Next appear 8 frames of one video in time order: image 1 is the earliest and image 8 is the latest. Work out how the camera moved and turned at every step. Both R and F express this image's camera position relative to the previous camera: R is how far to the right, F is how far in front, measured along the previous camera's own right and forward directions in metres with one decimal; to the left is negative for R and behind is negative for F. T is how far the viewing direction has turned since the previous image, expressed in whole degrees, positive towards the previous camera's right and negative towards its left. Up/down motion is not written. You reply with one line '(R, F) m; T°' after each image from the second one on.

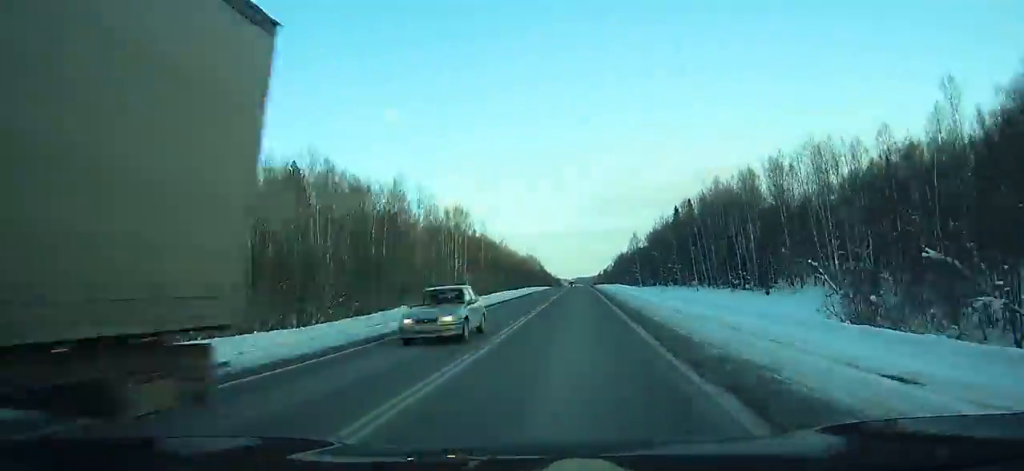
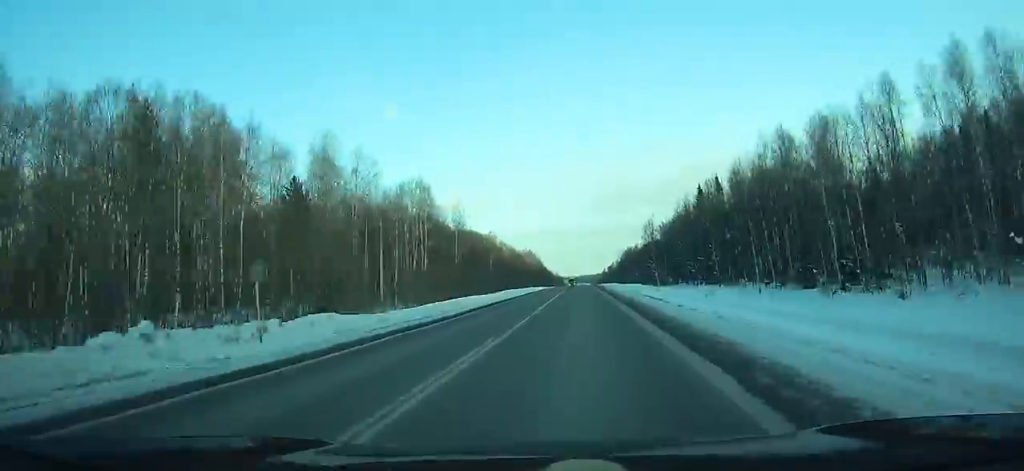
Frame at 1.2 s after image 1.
(-0.1, +33.7) m; 0°
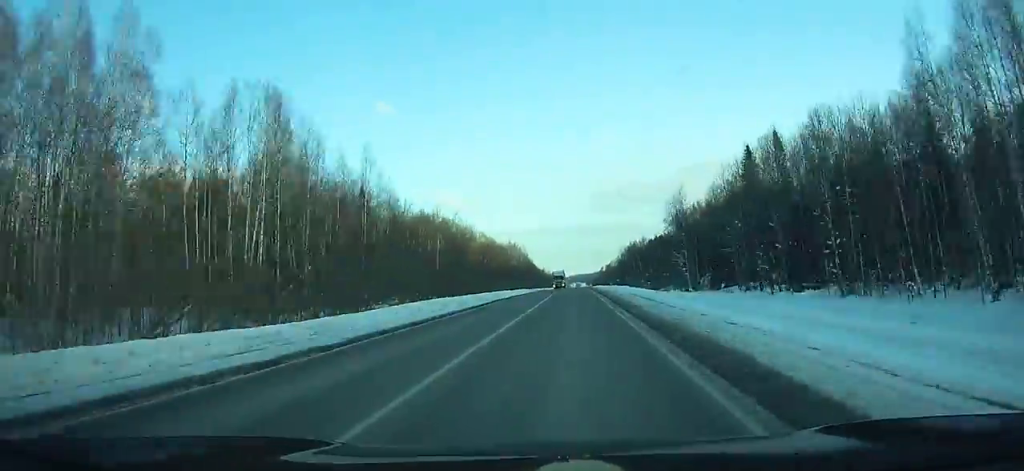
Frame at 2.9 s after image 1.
(-0.2, +47.8) m; 0°
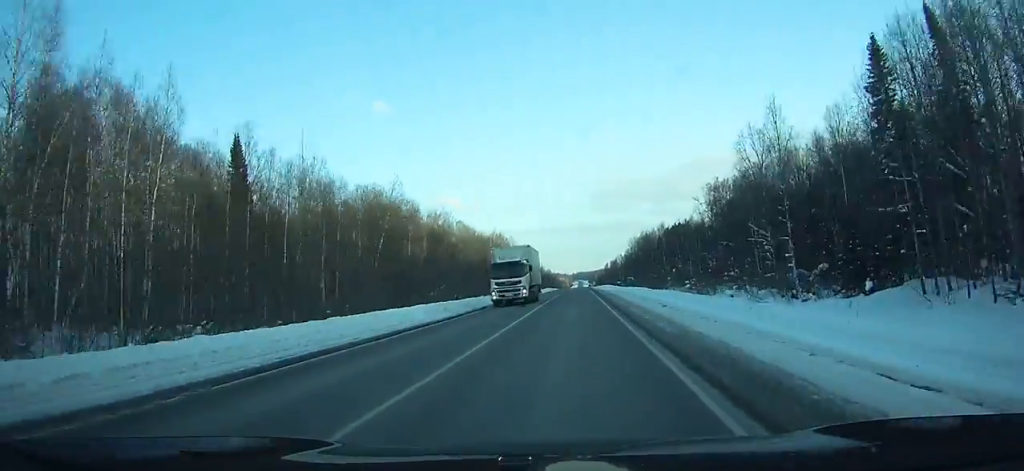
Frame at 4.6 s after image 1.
(-0.2, +47.7) m; 0°
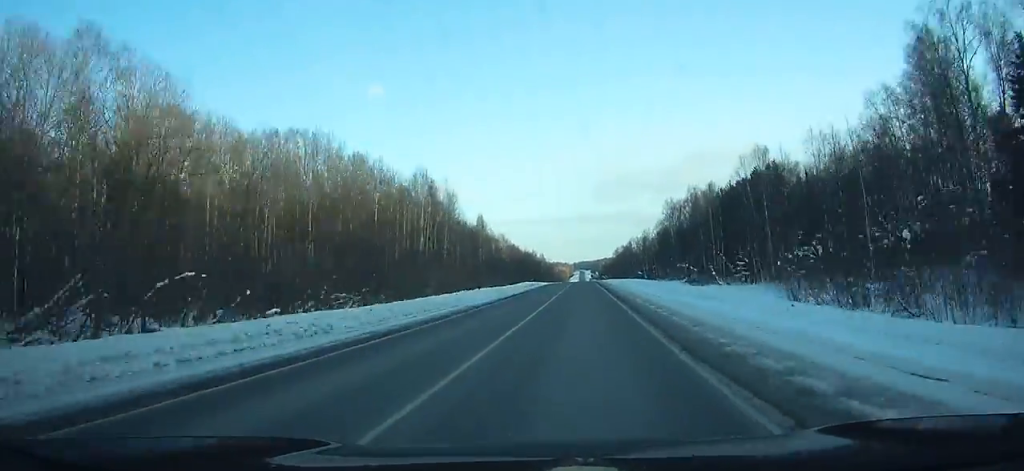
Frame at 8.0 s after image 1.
(+0.4, +95.7) m; +1°
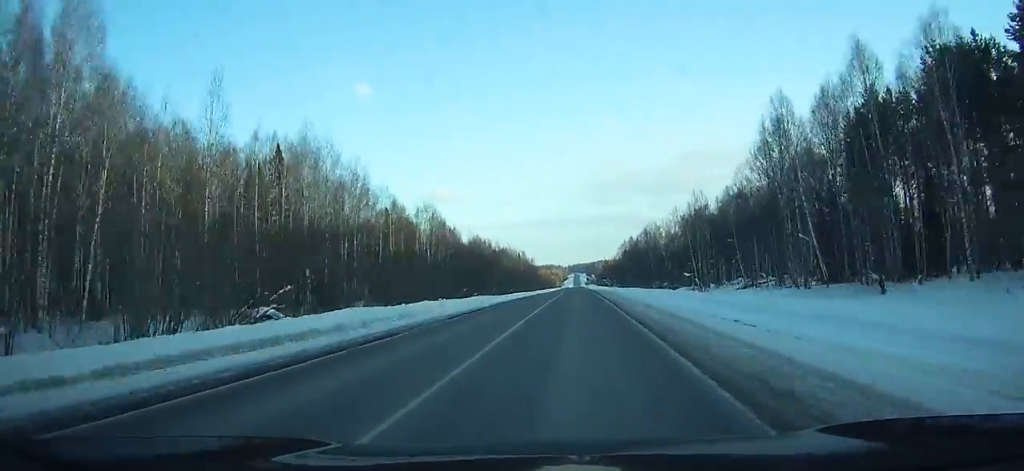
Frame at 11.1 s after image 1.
(+0.5, +88.6) m; +1°
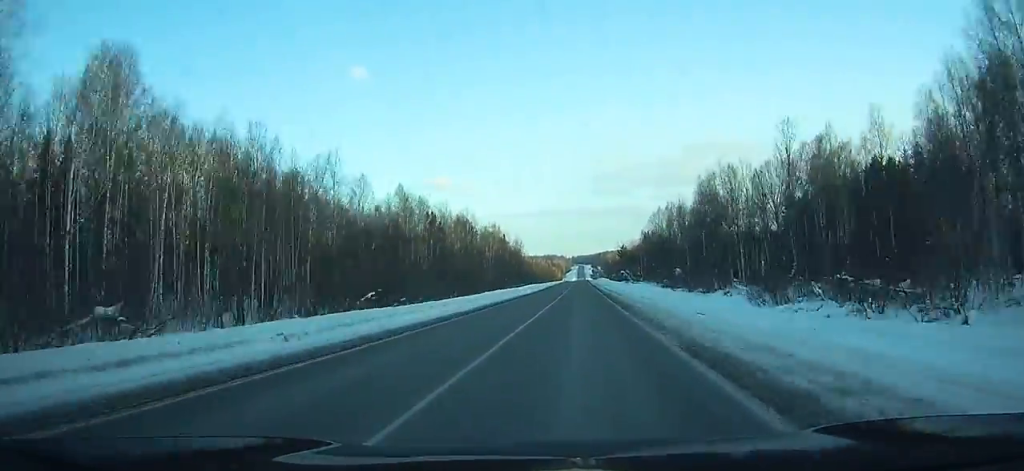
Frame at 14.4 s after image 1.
(+2.4, +95.9) m; +4°
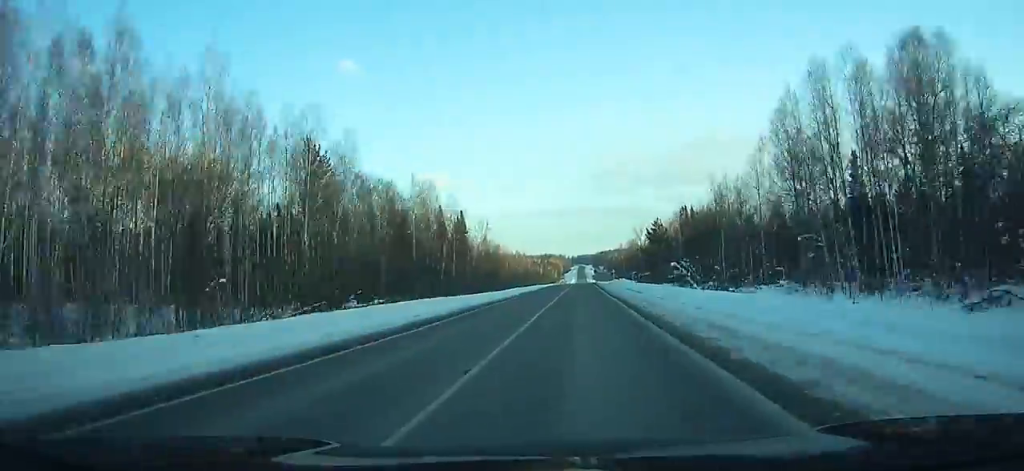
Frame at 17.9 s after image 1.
(-1.0, +101.0) m; -8°
